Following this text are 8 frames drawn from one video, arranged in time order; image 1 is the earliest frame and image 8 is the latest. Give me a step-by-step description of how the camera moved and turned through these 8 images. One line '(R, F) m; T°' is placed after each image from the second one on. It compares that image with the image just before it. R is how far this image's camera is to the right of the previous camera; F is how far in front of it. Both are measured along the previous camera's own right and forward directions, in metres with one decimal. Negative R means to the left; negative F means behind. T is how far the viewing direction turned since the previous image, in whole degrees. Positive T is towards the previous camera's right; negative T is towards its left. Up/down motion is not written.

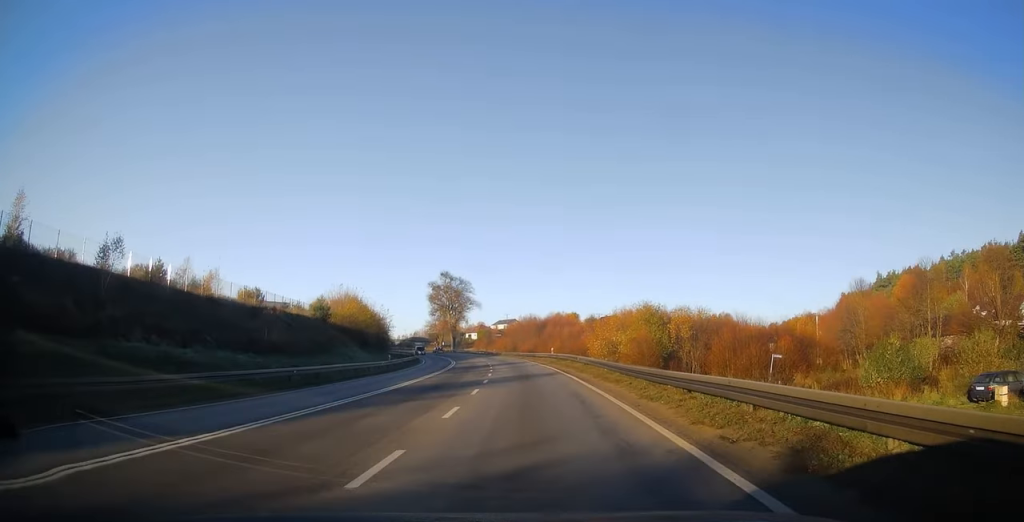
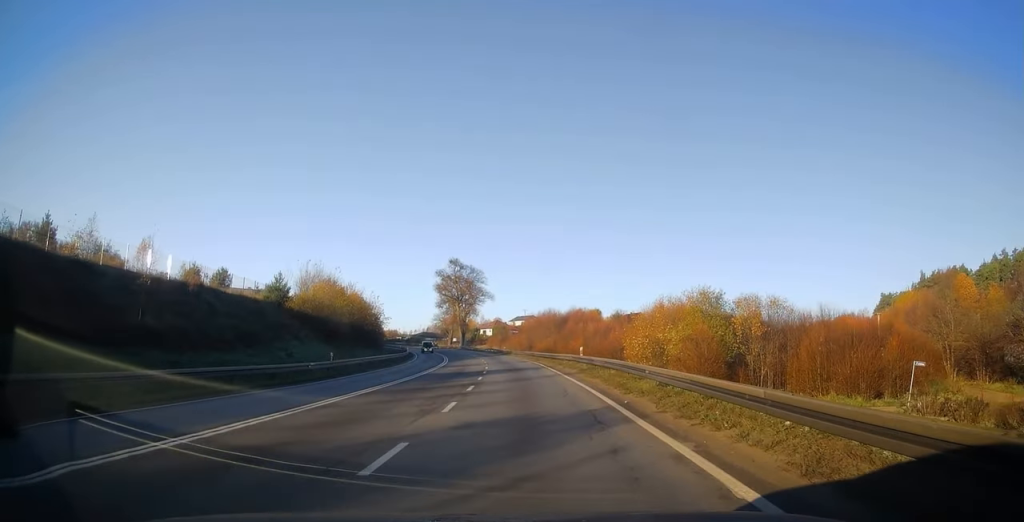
(-0.4, +17.8) m; -2°
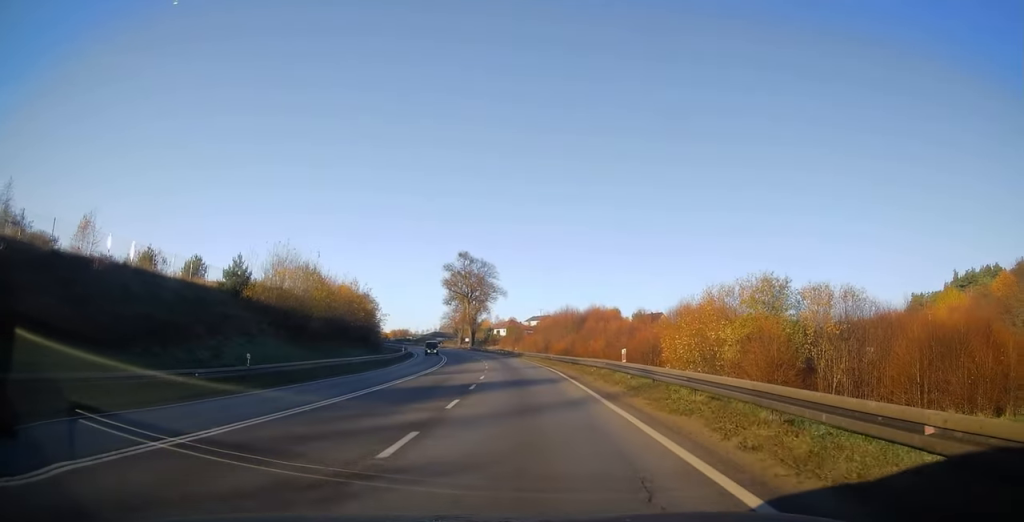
(-0.2, +11.4) m; -1°
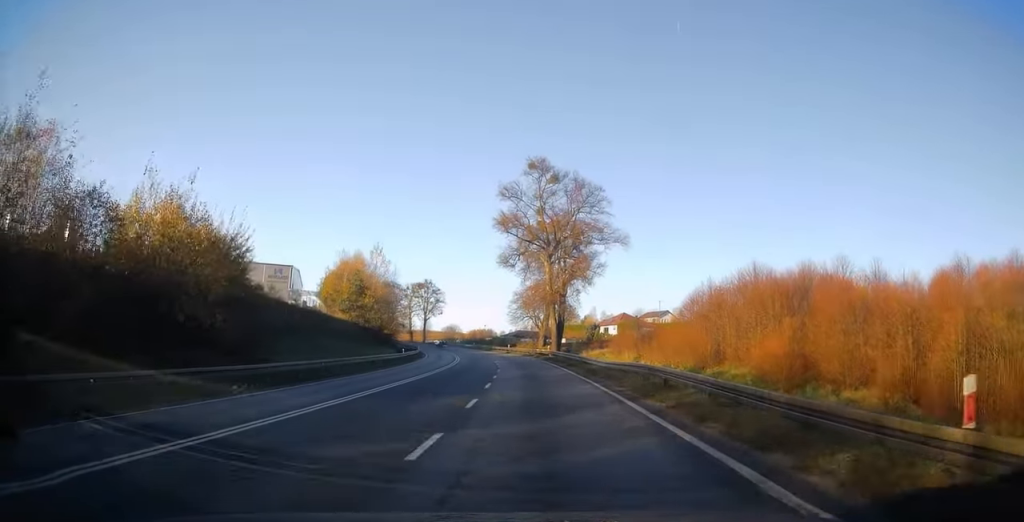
(-4.3, +67.7) m; -9°
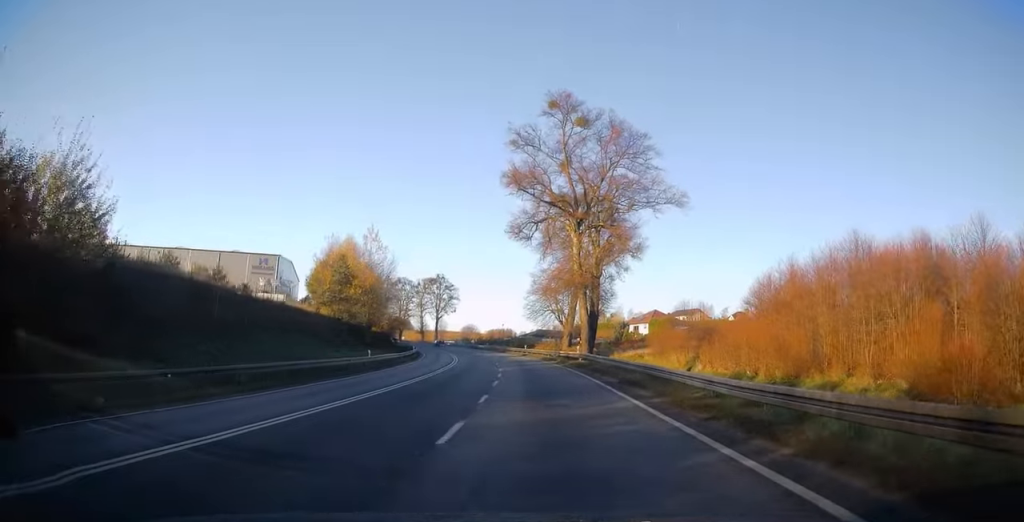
(-0.4, +17.3) m; -2°
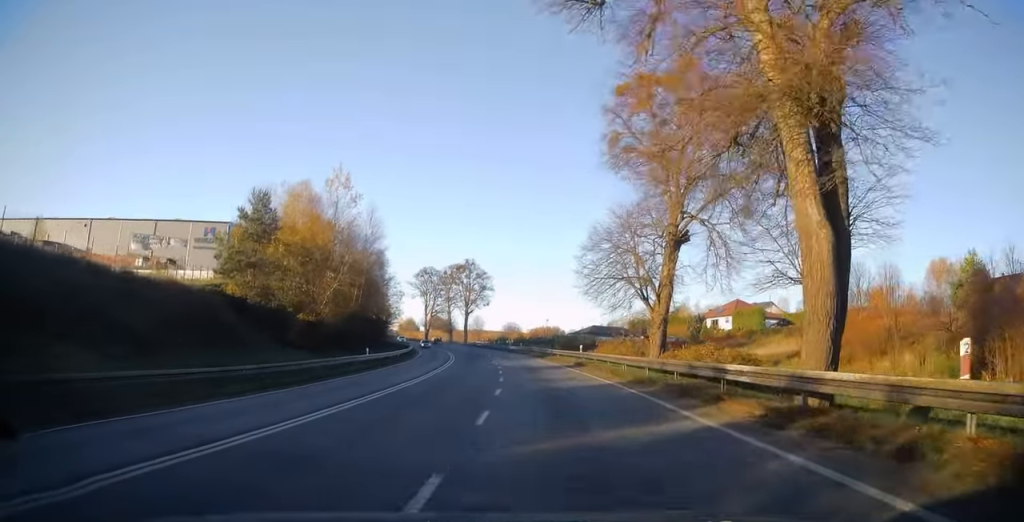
(-1.2, +35.0) m; -5°
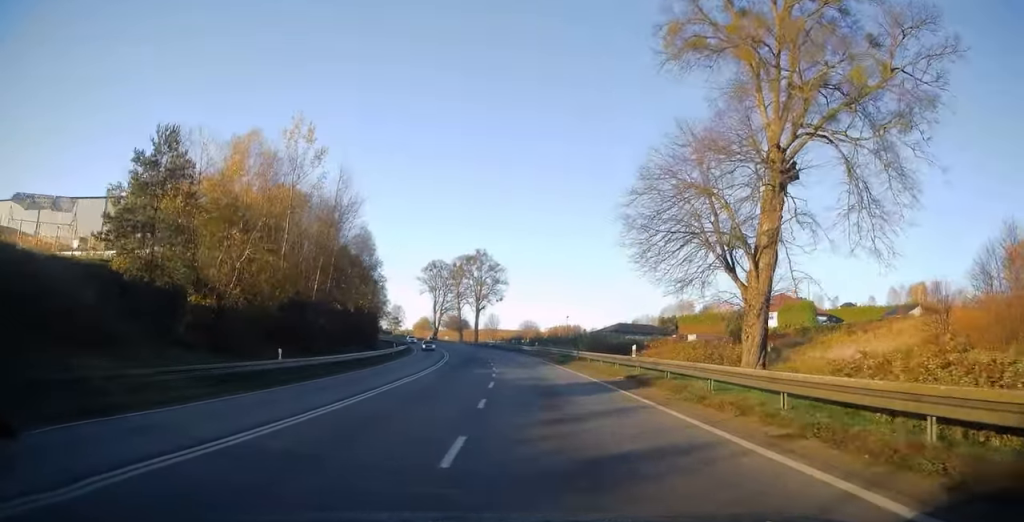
(-0.2, +15.6) m; -3°
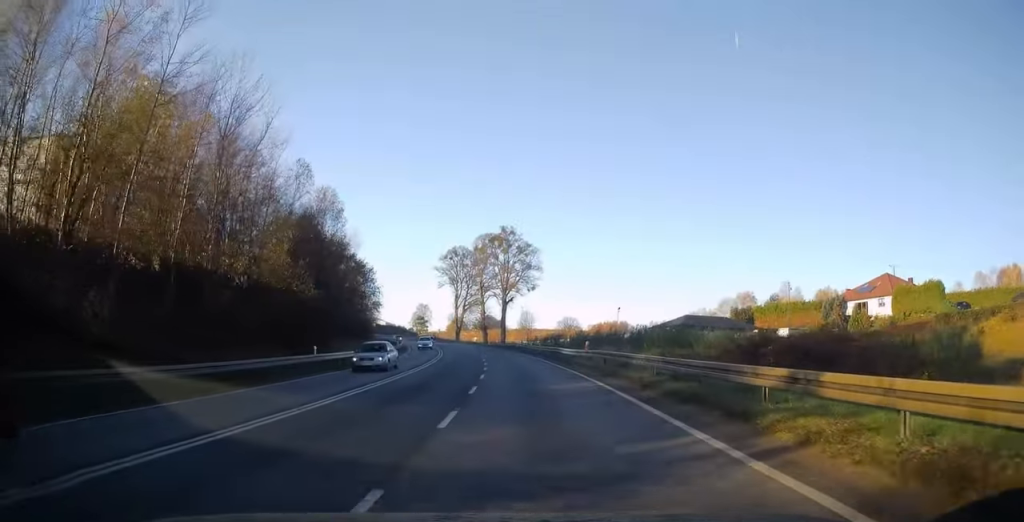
(-1.1, +27.8) m; -4°
